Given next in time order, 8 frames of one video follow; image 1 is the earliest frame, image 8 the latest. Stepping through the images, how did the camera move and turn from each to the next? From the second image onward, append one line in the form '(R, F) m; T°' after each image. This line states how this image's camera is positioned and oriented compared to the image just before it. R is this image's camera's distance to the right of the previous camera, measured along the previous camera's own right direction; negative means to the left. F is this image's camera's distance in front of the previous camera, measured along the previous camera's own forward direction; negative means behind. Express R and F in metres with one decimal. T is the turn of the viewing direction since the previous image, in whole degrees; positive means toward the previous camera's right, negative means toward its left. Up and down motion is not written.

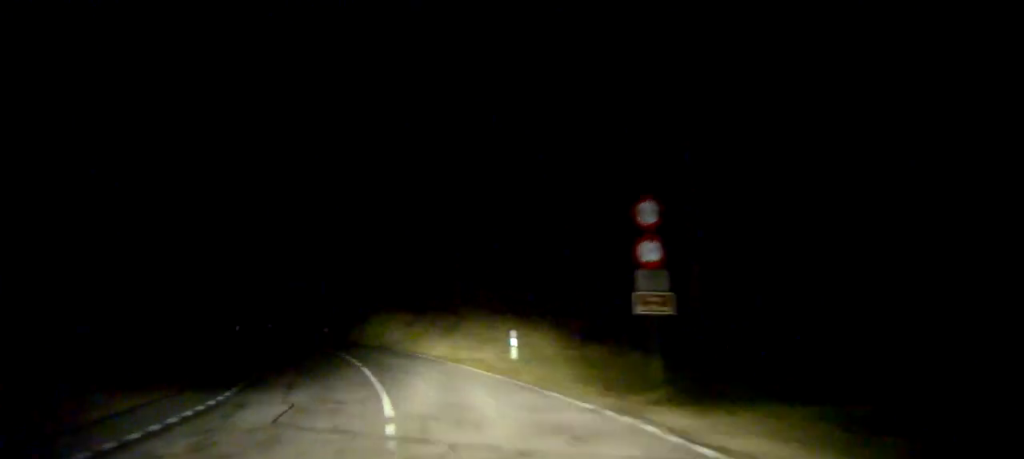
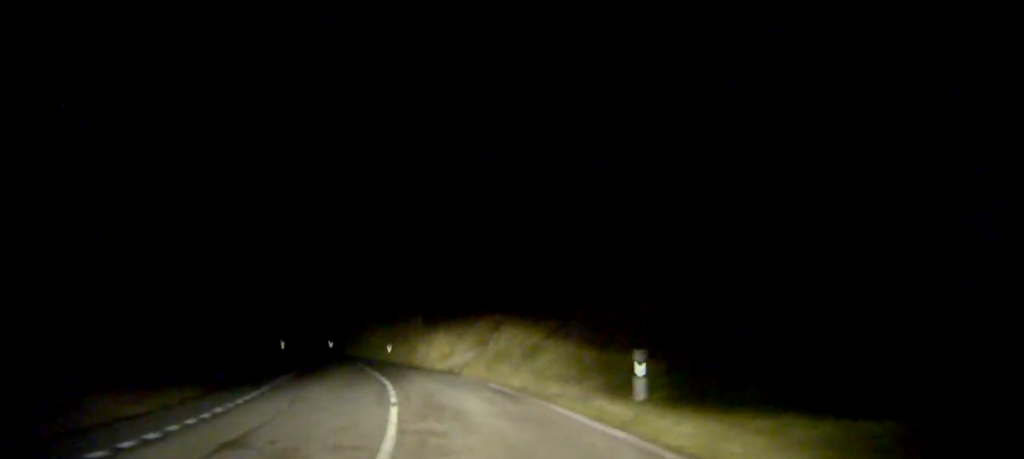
(-0.3, +7.7) m; -5°
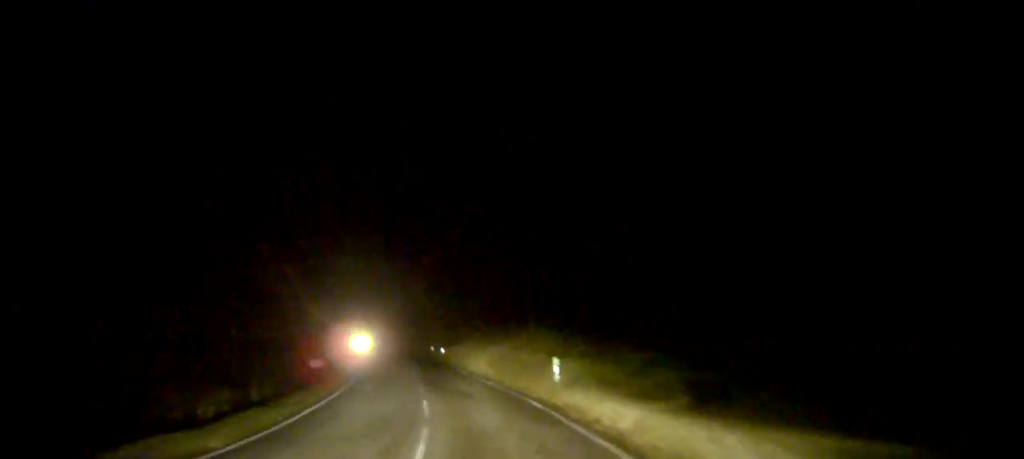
(-7.0, +38.3) m; -15°
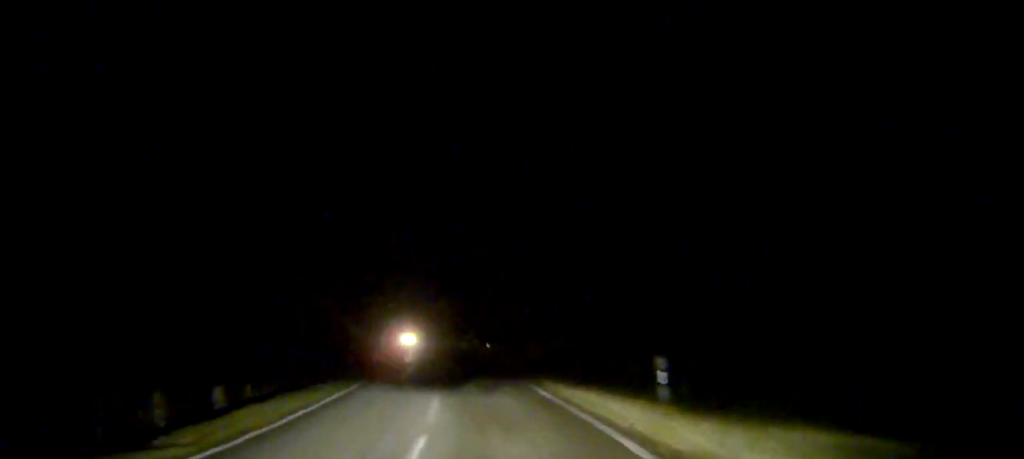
(+0.1, +7.5) m; 0°
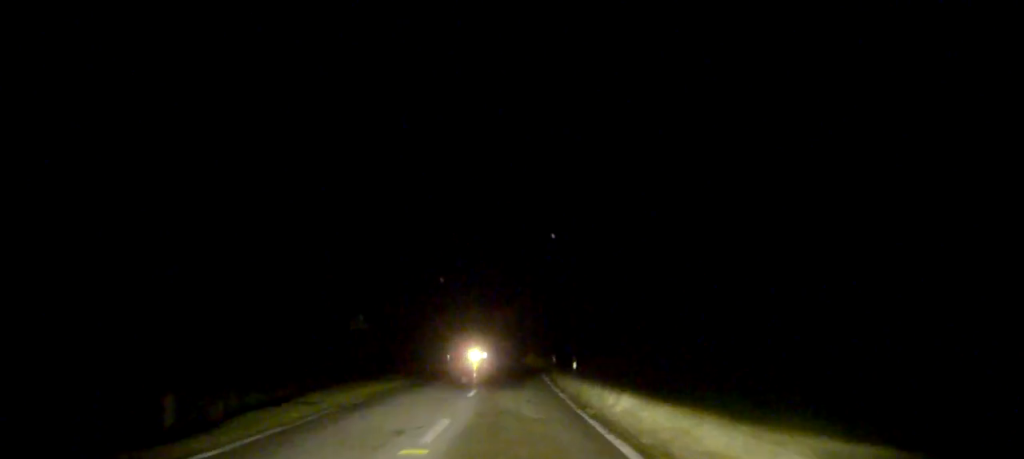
(-0.3, +22.7) m; -4°
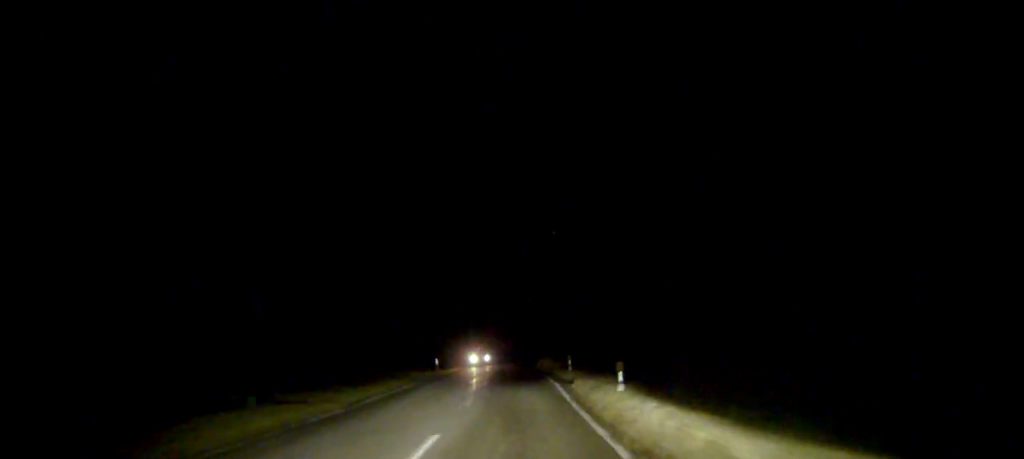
(-0.4, +10.4) m; -4°
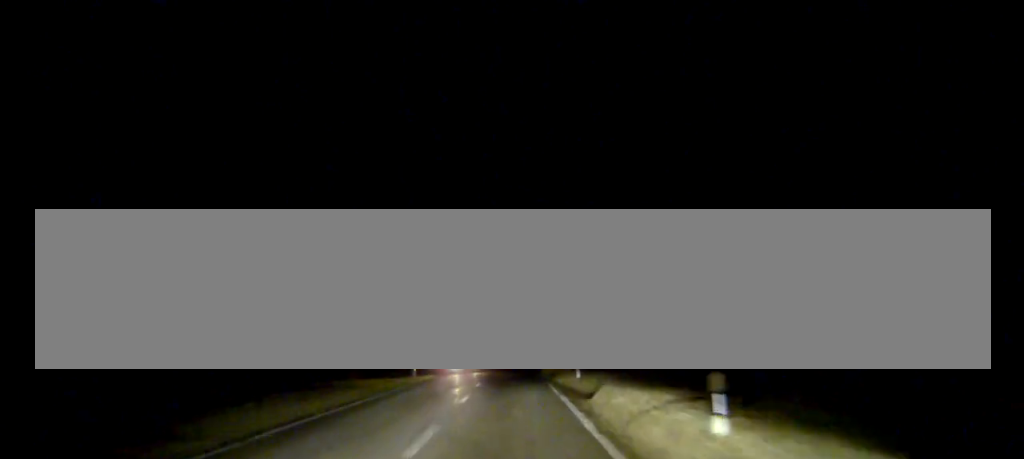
(0.0, +7.7) m; -3°
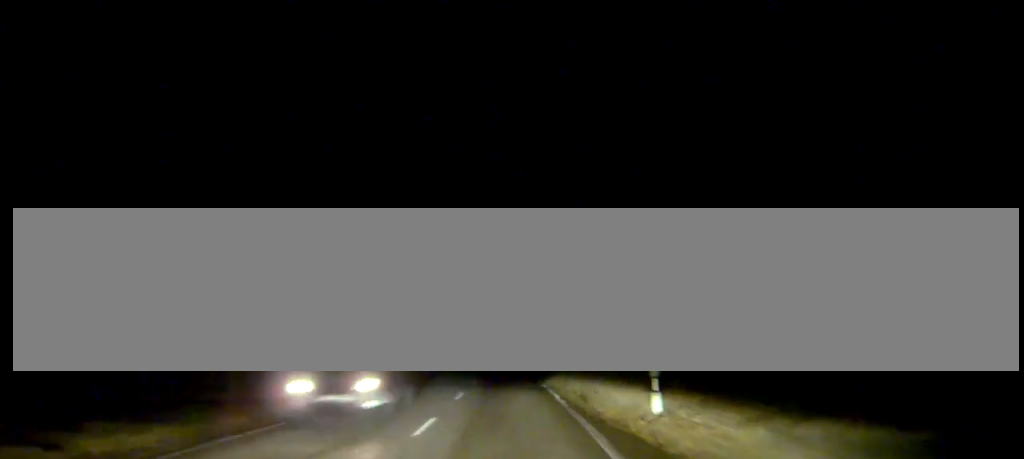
(-0.9, +15.5) m; -5°
